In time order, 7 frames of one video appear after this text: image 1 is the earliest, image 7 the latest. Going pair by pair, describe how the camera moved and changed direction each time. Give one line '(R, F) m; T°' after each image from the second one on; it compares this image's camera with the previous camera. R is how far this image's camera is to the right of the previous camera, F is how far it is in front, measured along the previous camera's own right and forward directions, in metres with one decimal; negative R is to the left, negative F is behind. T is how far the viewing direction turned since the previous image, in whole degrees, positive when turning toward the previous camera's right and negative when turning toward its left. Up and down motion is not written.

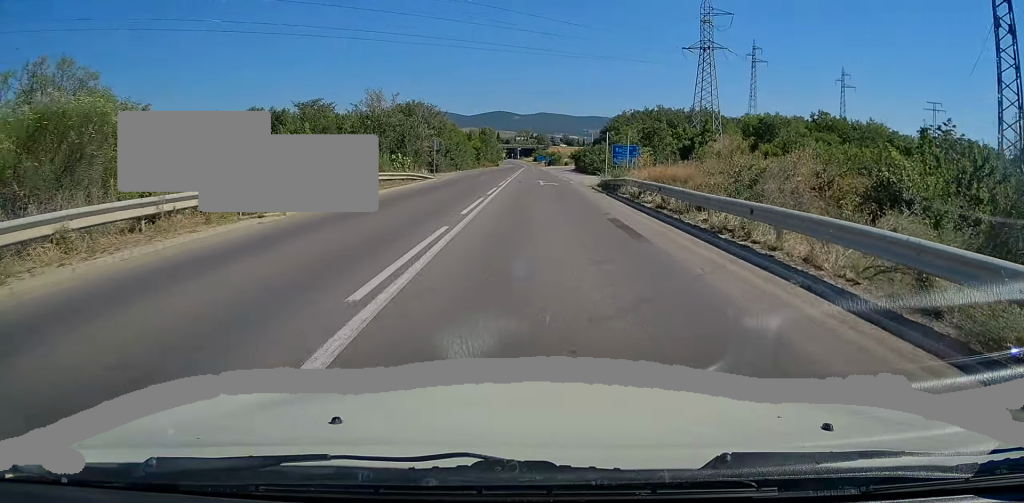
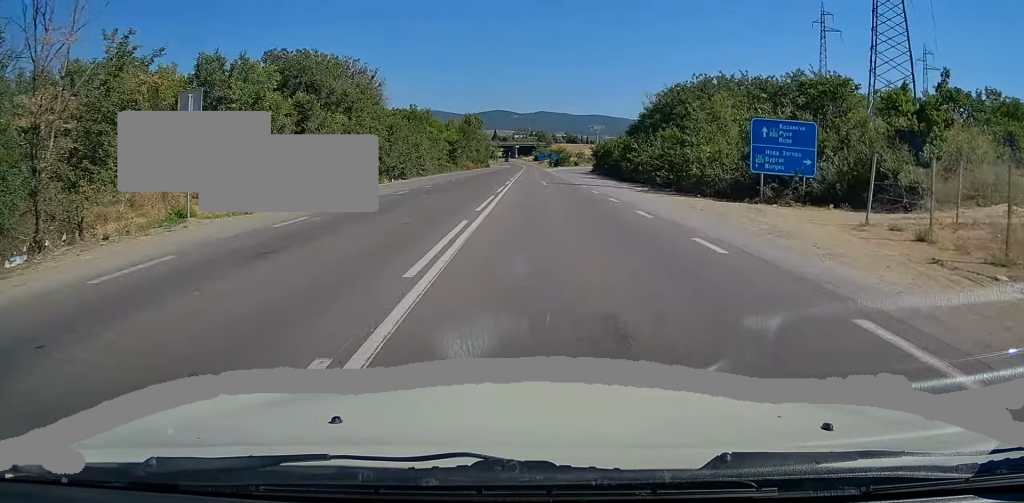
(0.0, +44.0) m; 0°
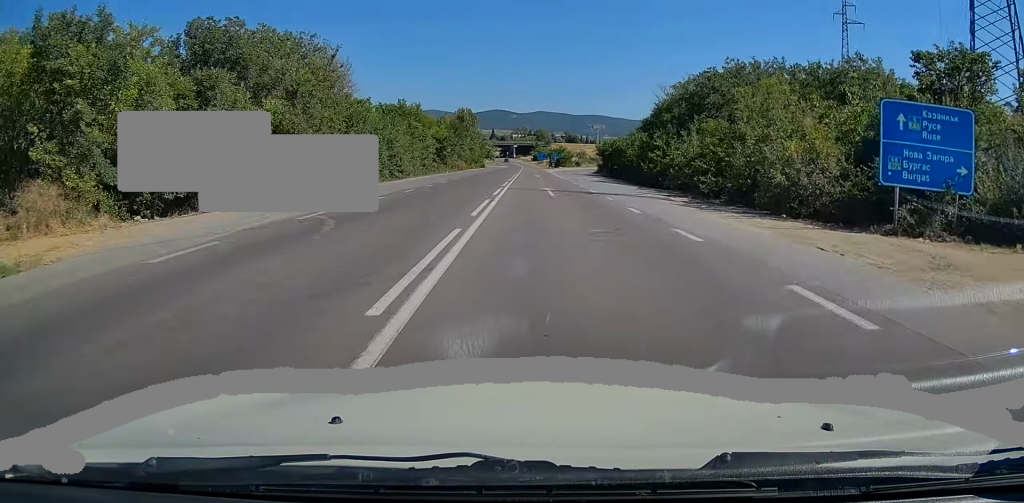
(0.0, +10.5) m; 0°
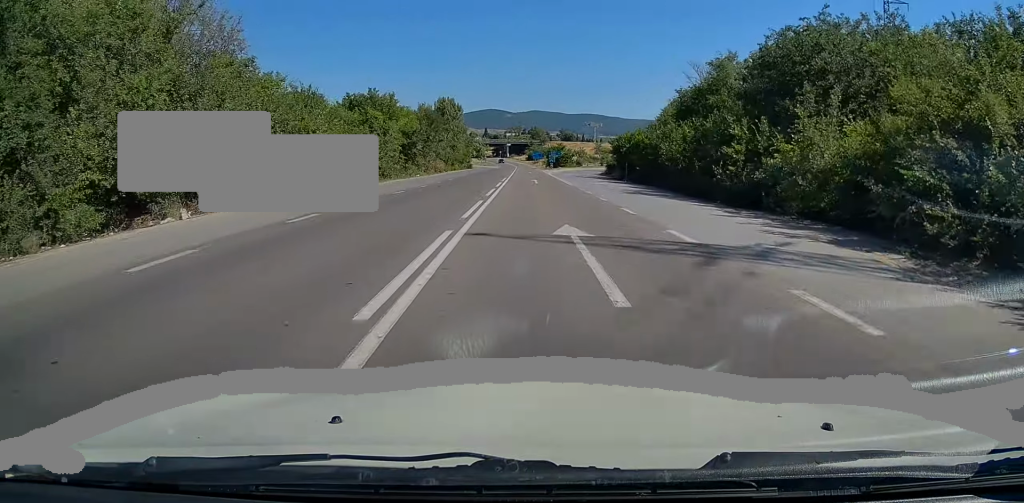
(0.0, +18.2) m; +1°
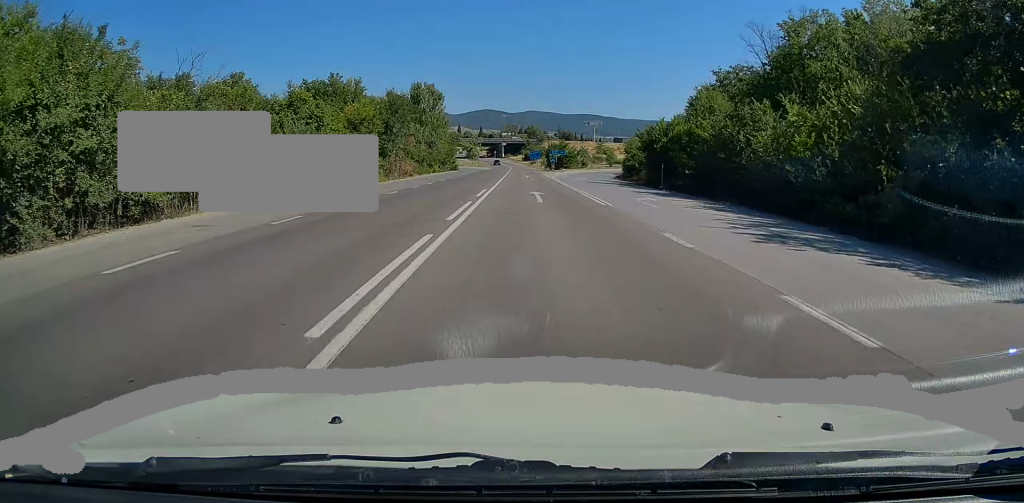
(+0.1, +18.4) m; 0°
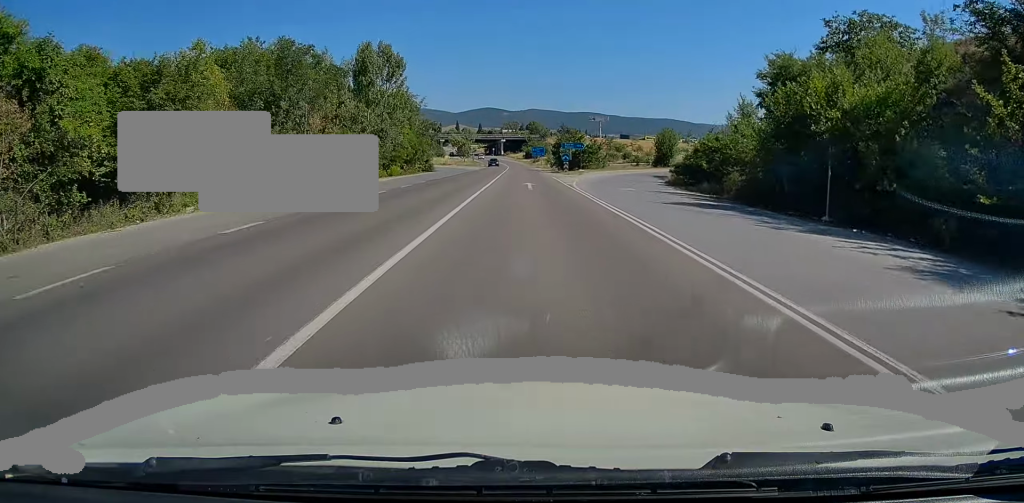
(-0.2, +25.5) m; 0°
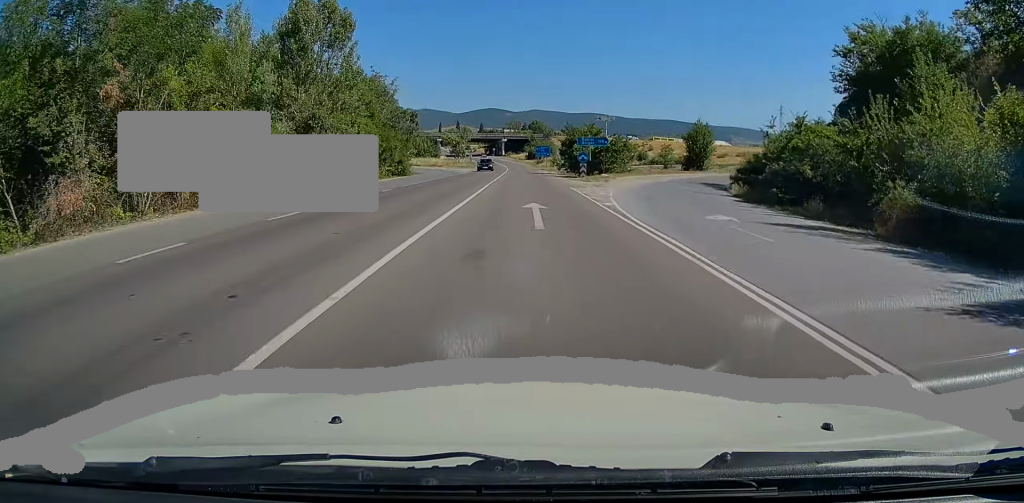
(+0.1, +15.9) m; 0°
